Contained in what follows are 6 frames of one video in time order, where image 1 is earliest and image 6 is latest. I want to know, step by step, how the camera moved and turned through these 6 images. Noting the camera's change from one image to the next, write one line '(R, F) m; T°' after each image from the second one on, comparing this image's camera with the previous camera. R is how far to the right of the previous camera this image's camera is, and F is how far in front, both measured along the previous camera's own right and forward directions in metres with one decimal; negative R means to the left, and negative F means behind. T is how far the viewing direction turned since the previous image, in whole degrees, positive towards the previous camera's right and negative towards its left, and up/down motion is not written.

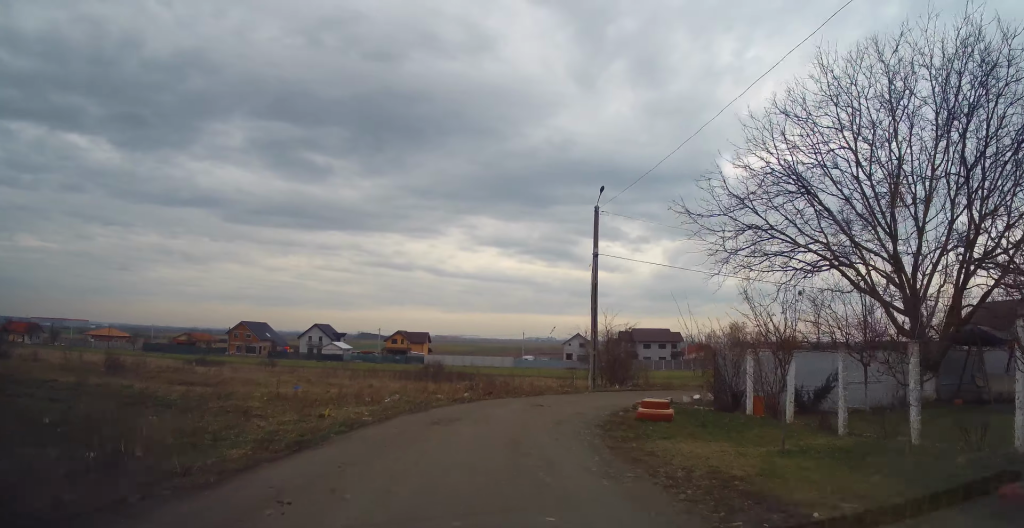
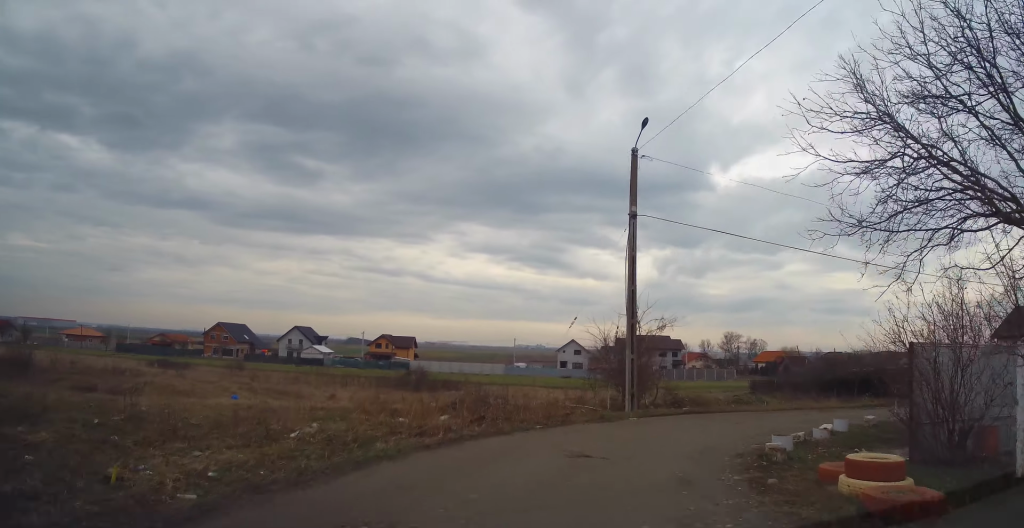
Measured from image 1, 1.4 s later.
(+0.2, +8.1) m; +2°
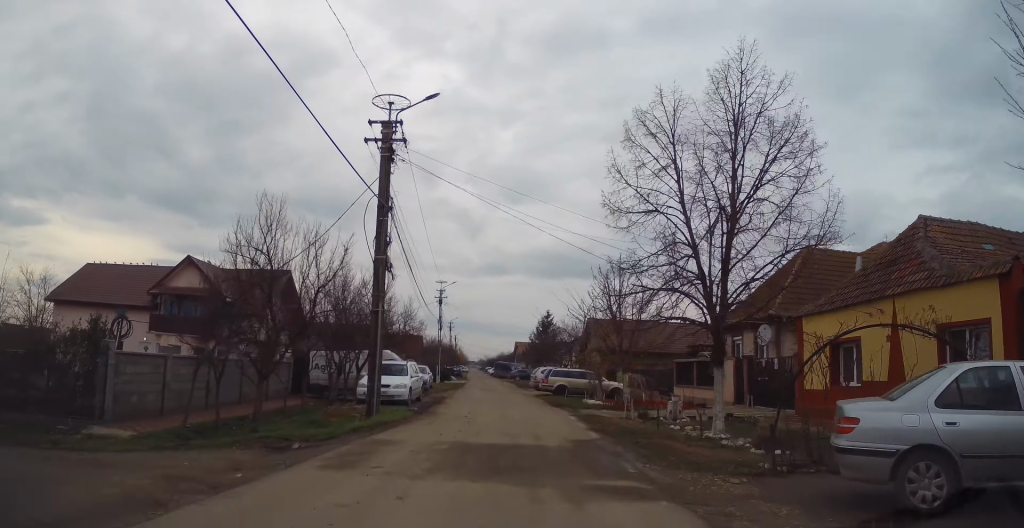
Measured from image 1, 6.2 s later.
(+13.6, +20.5) m; +78°
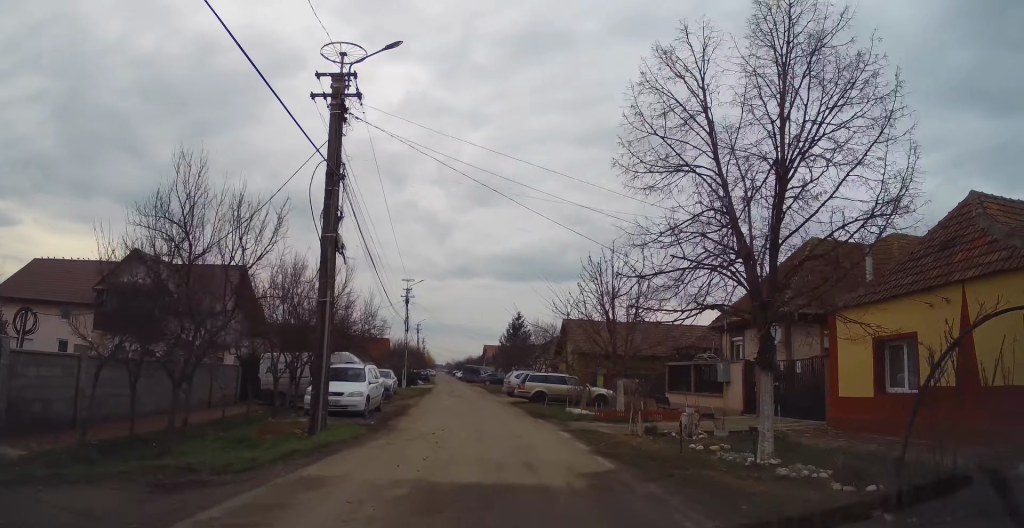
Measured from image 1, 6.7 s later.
(+0.3, +3.1) m; +5°
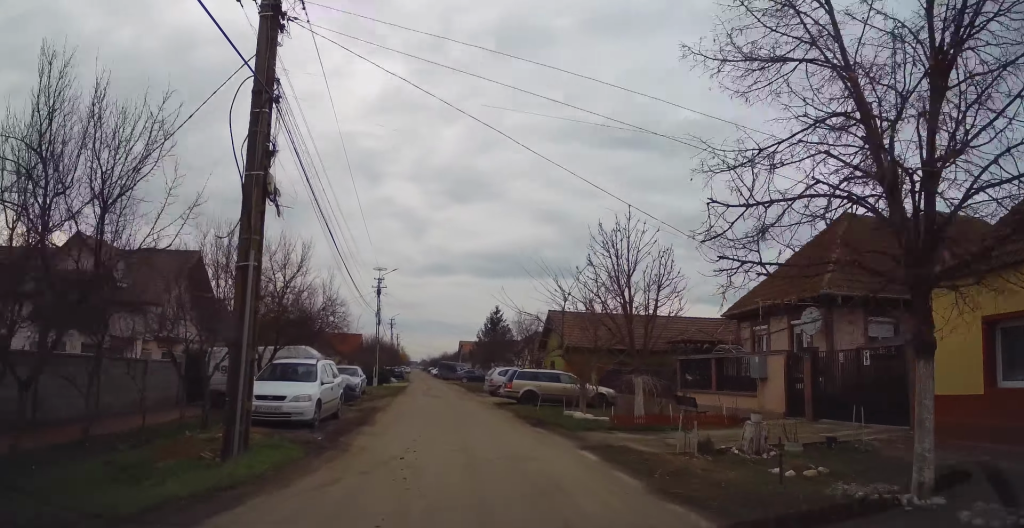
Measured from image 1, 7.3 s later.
(+0.1, +3.8) m; +1°
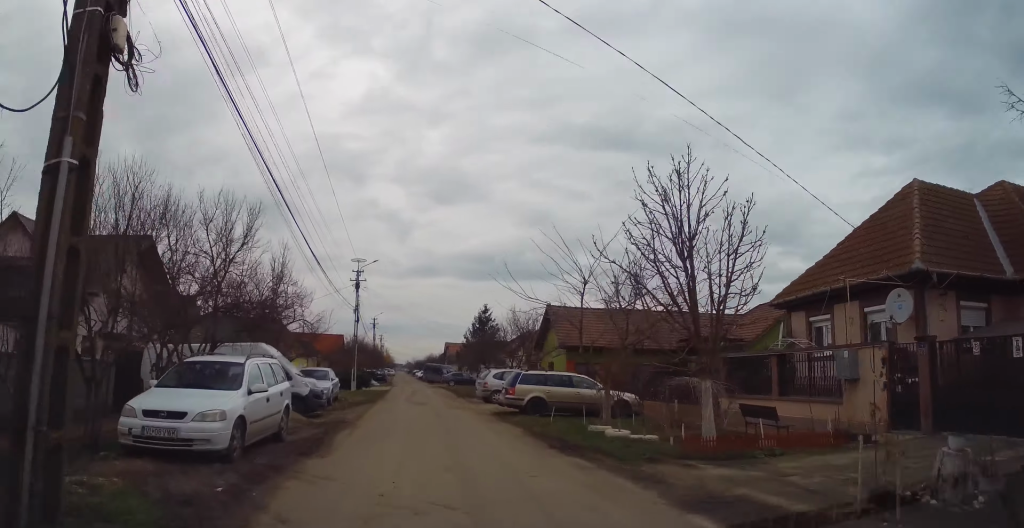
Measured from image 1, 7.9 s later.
(0.0, +4.0) m; 0°
